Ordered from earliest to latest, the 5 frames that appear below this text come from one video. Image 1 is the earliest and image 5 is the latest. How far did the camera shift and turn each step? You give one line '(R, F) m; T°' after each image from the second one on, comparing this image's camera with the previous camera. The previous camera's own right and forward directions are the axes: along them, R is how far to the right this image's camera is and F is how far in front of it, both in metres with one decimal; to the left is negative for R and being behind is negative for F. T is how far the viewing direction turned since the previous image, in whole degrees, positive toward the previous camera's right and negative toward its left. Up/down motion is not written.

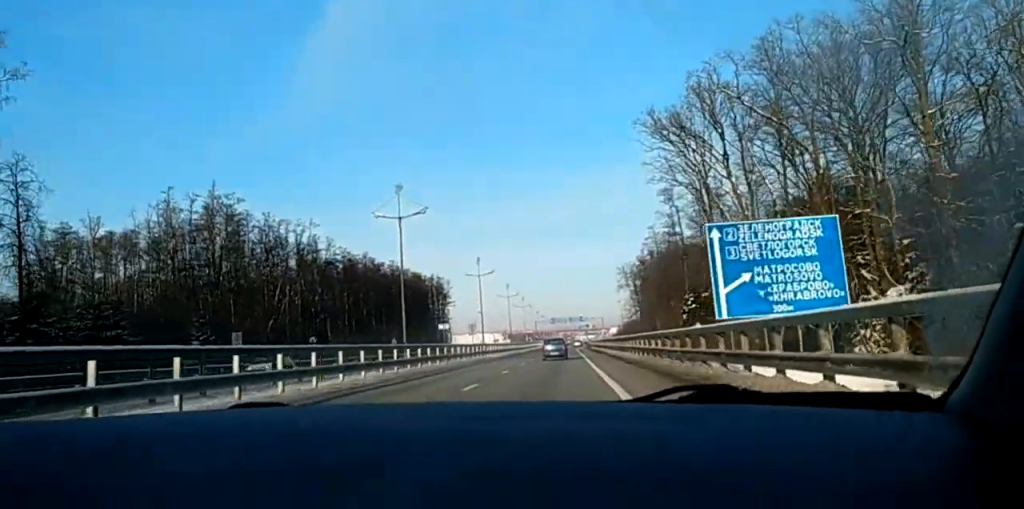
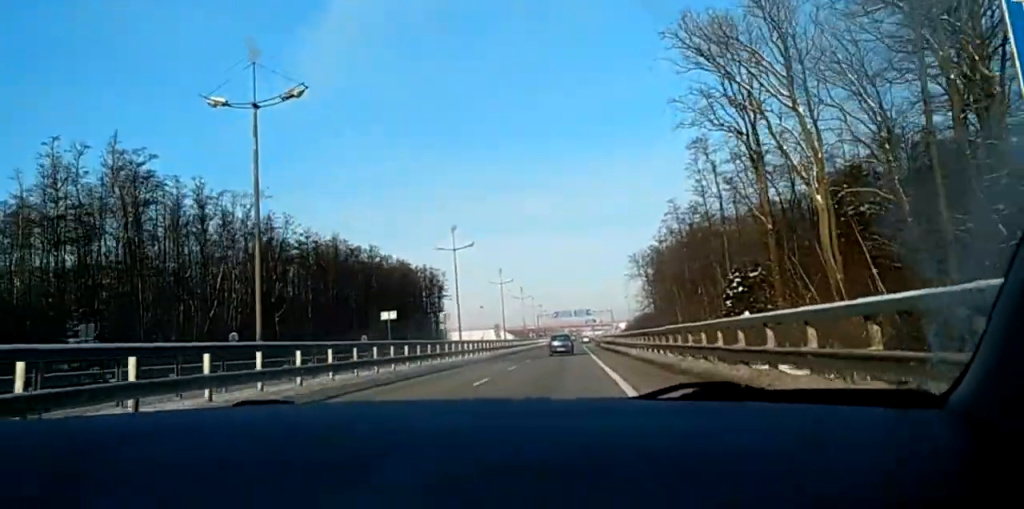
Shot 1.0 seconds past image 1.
(+1.1, +22.5) m; +2°
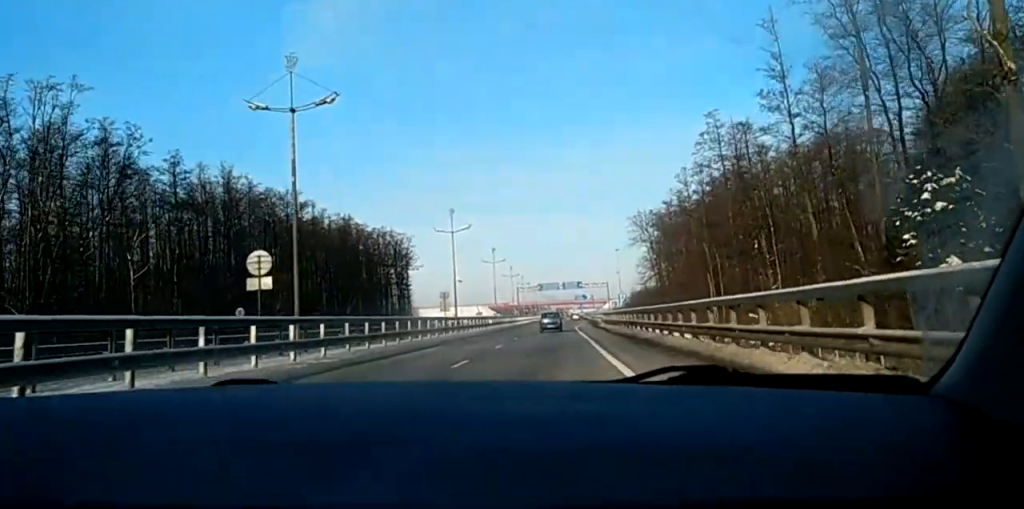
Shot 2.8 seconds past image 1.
(-2.2, +39.5) m; -5°
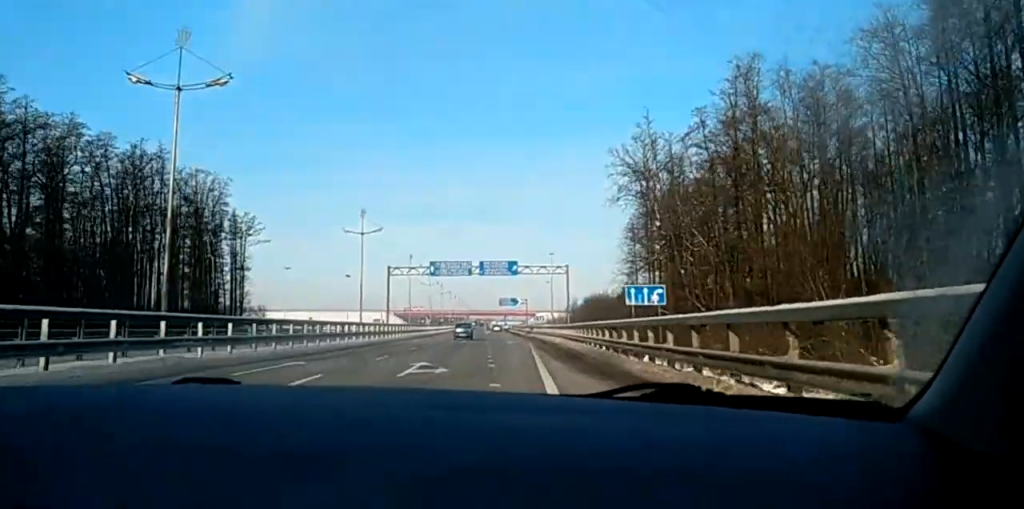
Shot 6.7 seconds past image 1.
(+2.1, +88.7) m; +3°
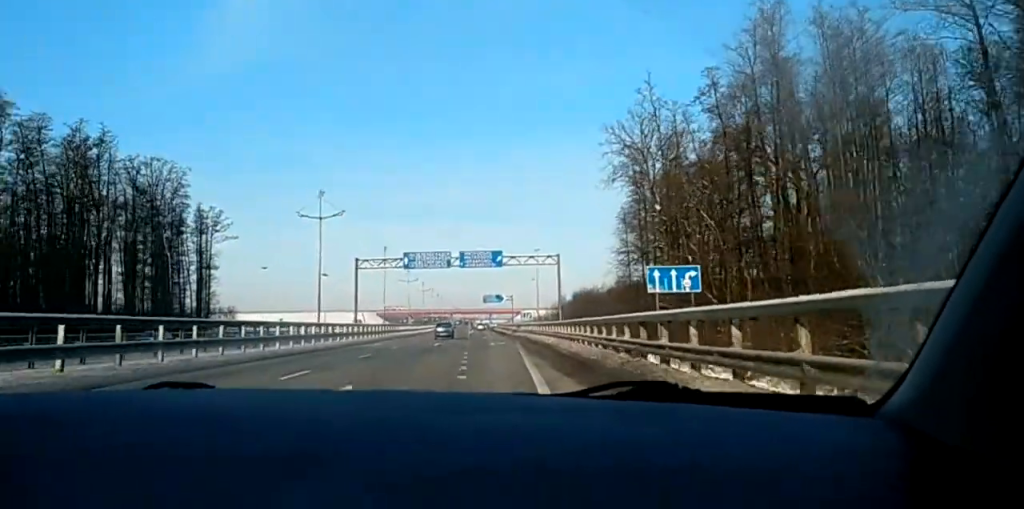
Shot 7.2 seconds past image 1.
(-0.2, +9.8) m; 0°
